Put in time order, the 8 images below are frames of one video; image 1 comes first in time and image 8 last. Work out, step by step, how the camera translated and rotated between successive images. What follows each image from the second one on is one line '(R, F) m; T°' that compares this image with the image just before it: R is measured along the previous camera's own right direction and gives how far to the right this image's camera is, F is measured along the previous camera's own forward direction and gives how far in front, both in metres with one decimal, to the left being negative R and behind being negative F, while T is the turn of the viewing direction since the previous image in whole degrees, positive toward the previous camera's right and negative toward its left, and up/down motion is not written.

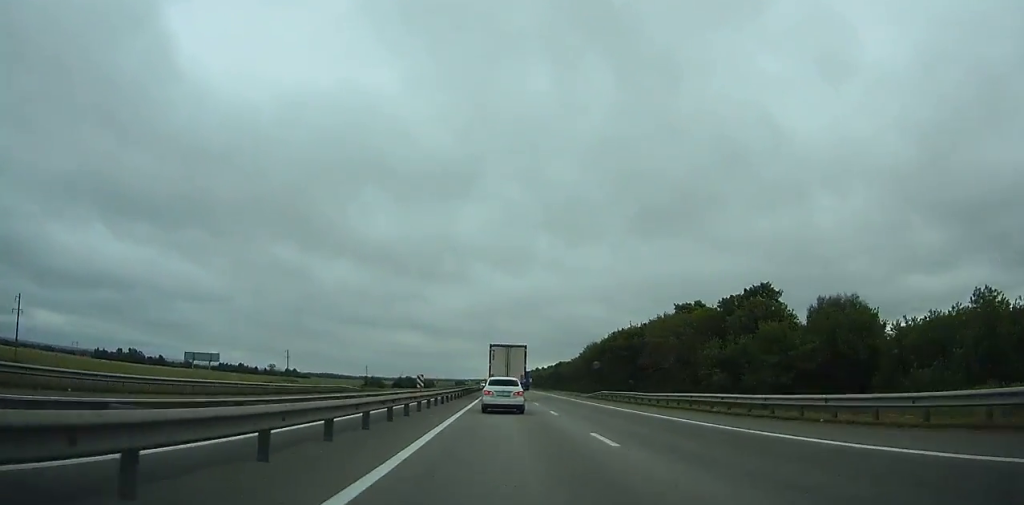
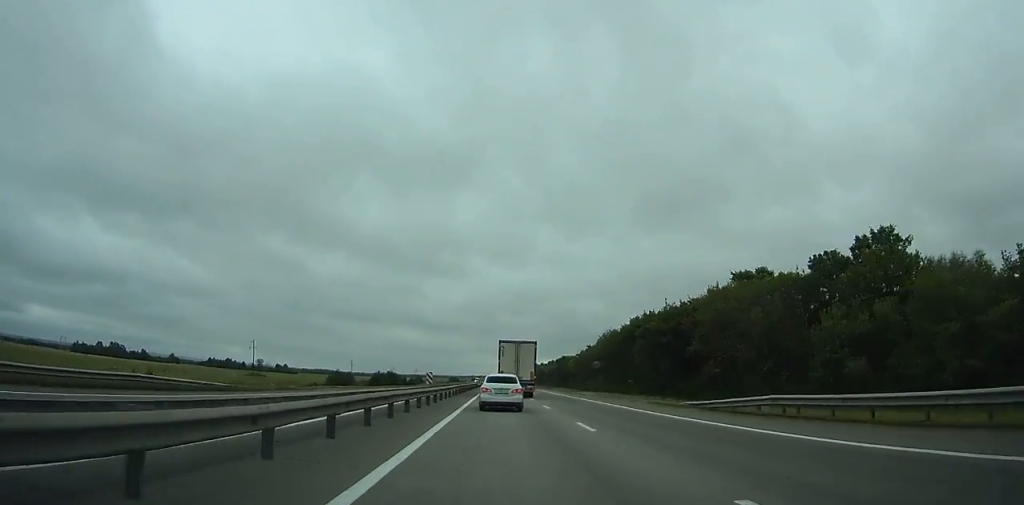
(-0.2, +32.5) m; 0°
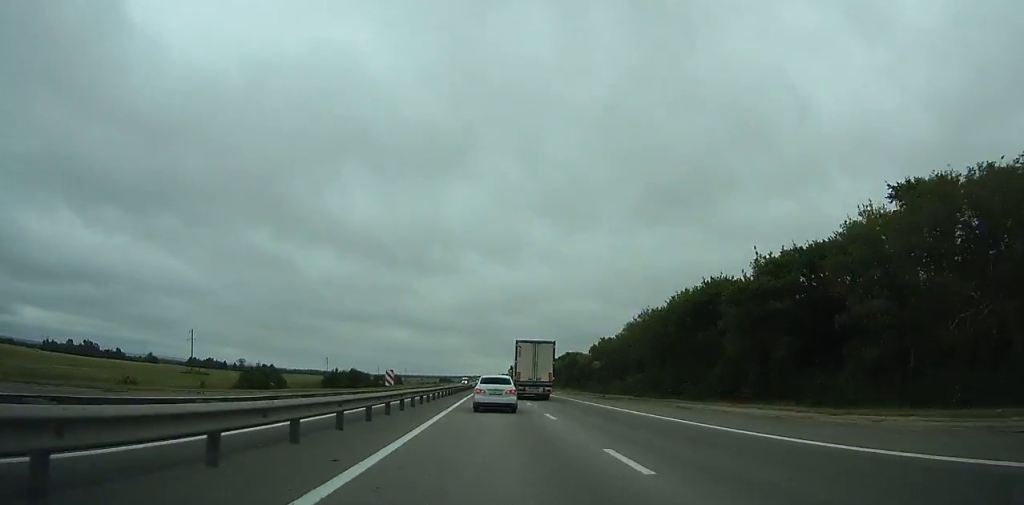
(+0.5, +44.7) m; 0°
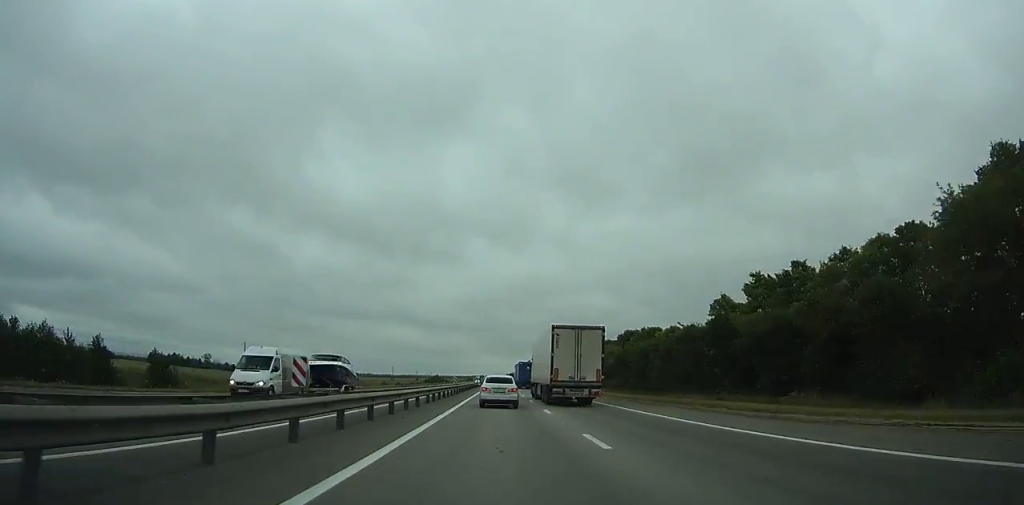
(-0.1, +117.3) m; -1°
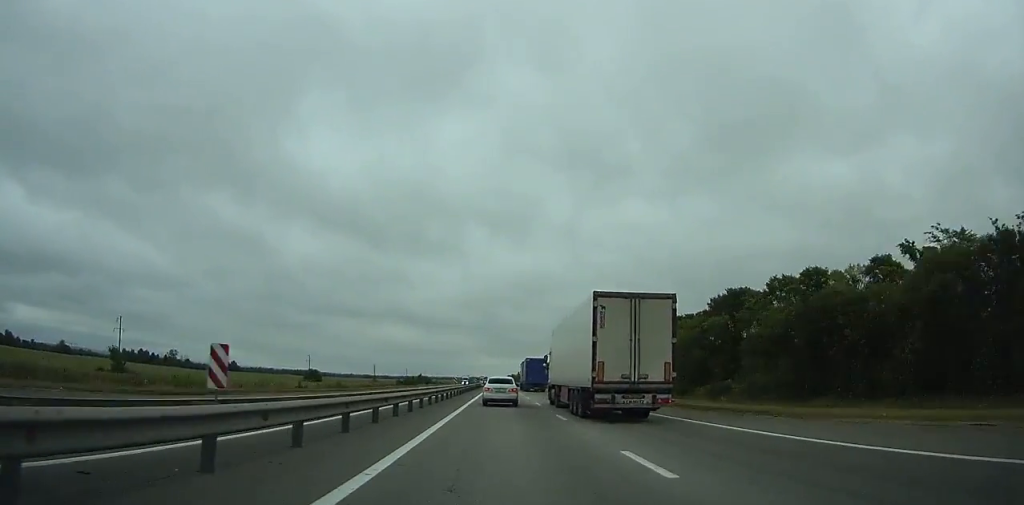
(-0.2, +74.8) m; 0°
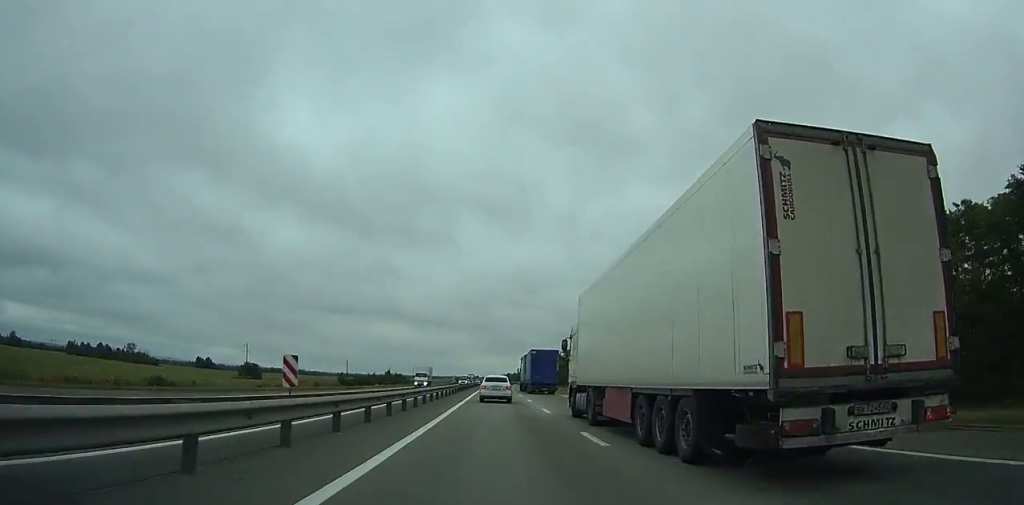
(+0.2, +67.2) m; 0°
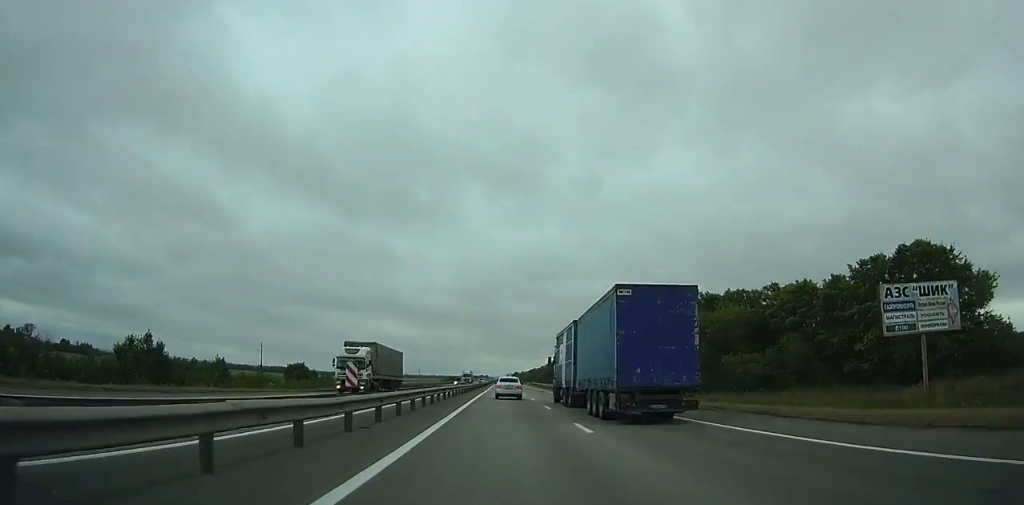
(-0.1, +139.7) m; 0°
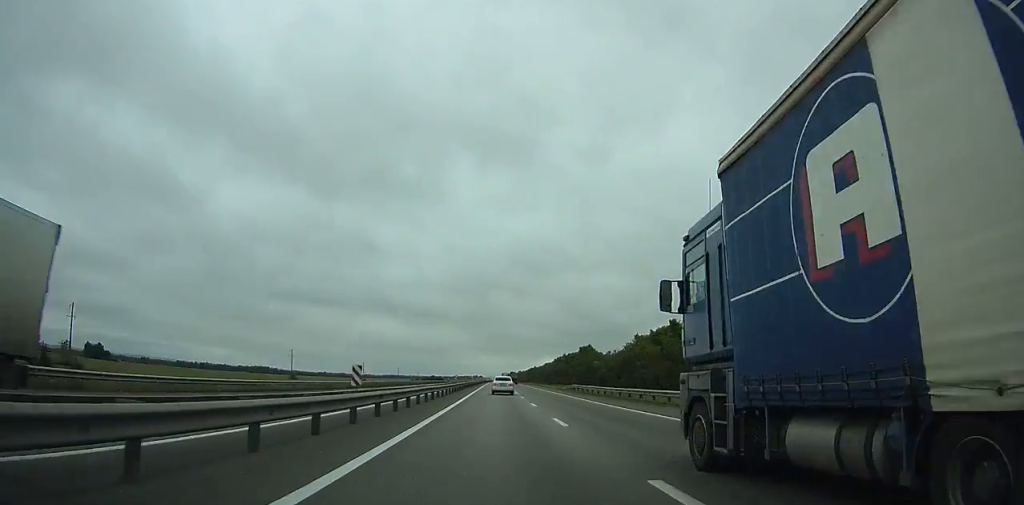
(+0.1, +105.9) m; 0°
